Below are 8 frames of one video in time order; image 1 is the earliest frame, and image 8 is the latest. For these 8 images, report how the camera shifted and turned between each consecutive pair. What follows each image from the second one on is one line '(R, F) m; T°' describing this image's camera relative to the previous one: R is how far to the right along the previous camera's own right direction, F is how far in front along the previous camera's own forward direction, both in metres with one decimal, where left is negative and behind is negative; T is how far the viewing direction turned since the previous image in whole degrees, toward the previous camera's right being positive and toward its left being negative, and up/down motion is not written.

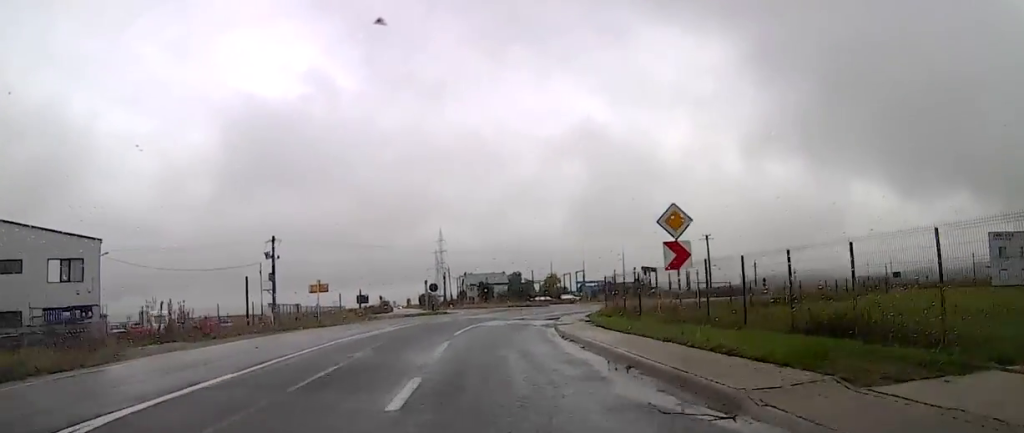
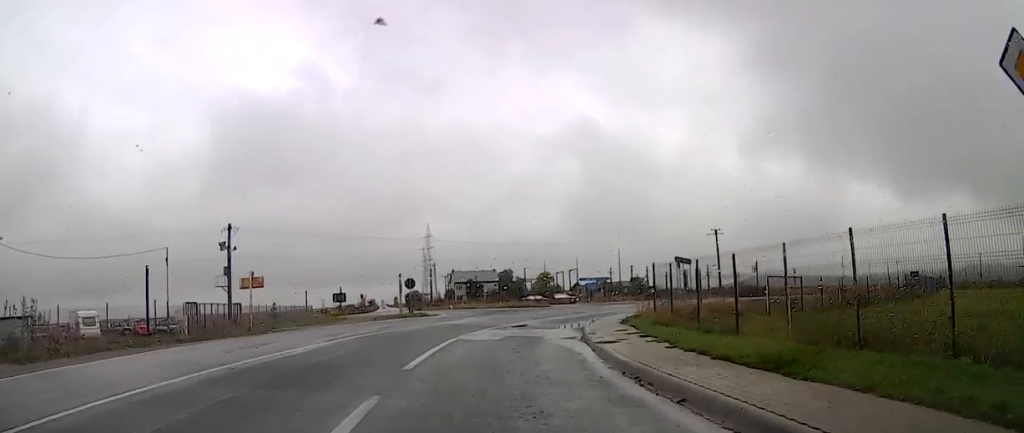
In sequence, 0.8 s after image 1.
(-0.3, +10.7) m; -1°
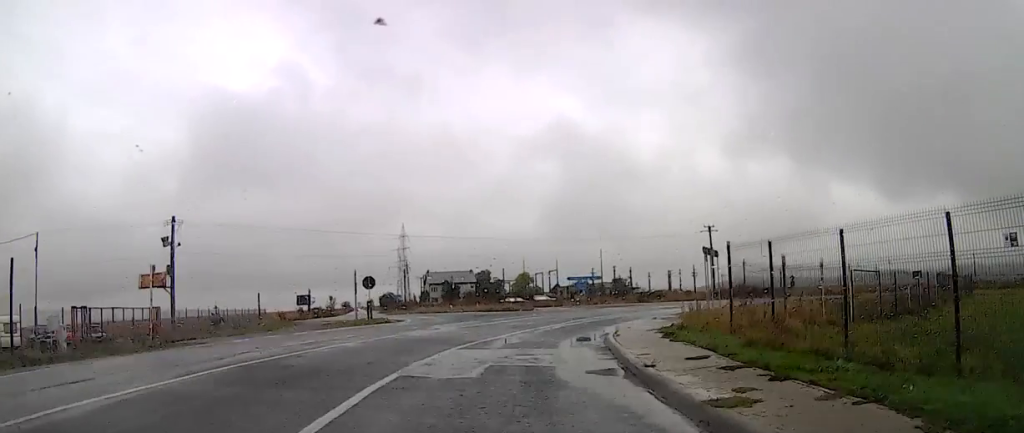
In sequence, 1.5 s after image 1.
(-0.1, +8.7) m; +2°
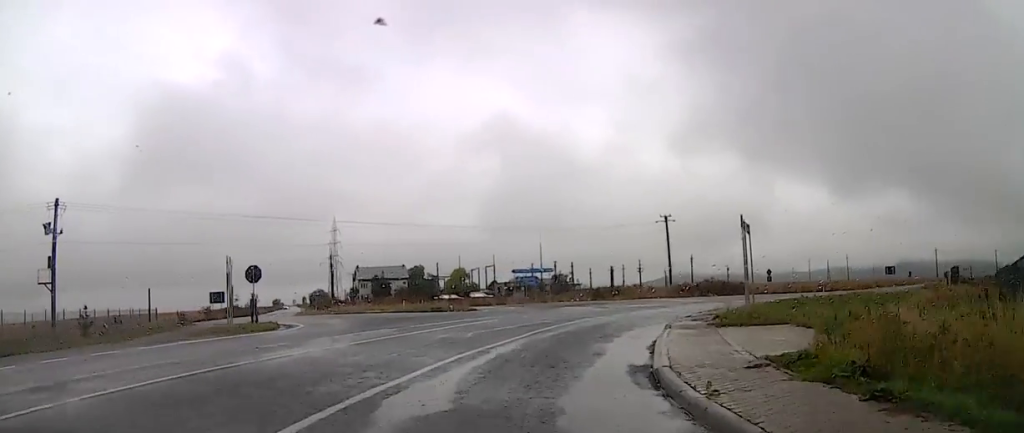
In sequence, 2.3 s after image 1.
(0.0, +10.5) m; +7°
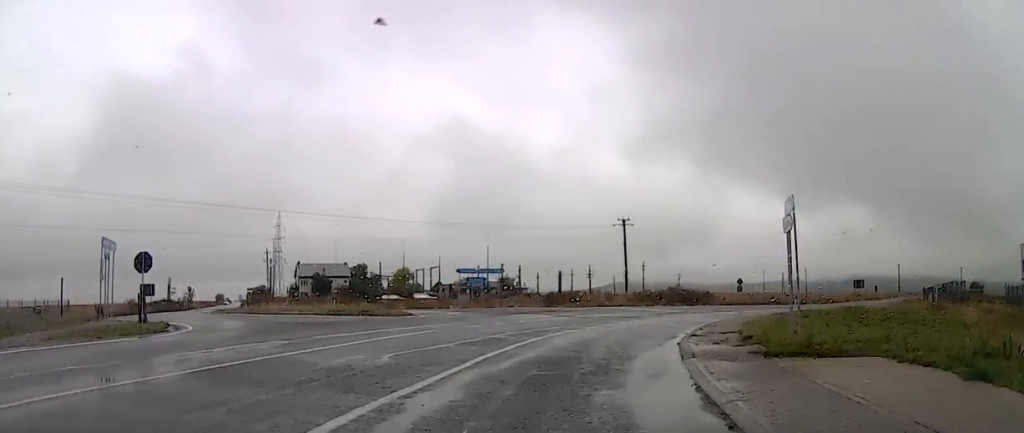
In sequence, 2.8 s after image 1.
(+0.7, +6.1) m; +7°
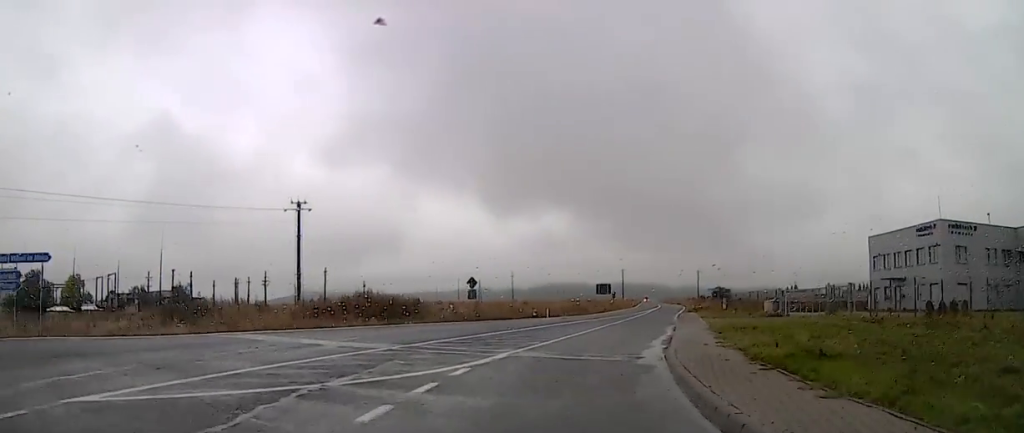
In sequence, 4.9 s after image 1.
(+6.4, +23.9) m; +25°
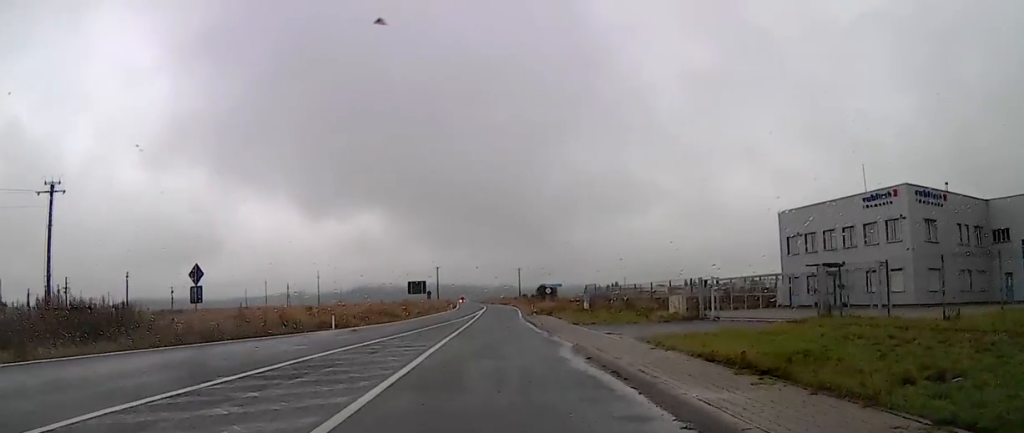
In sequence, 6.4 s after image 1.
(+1.2, +18.1) m; +10°
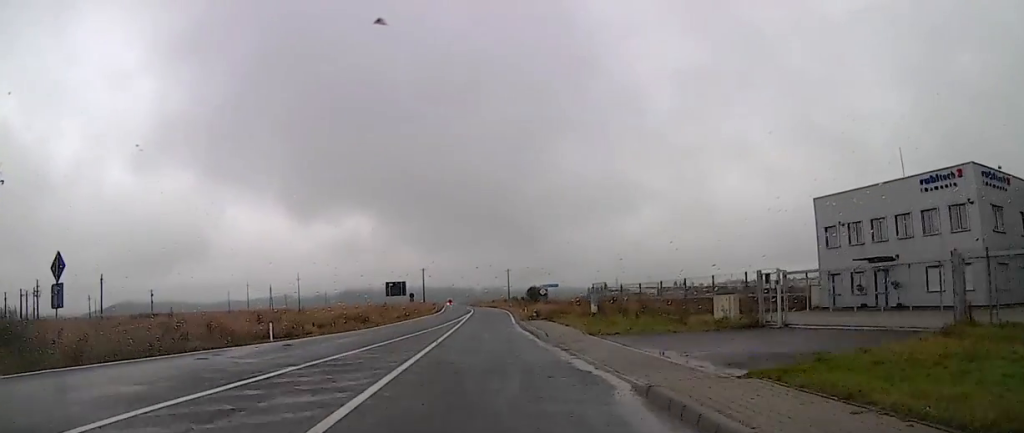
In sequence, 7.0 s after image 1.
(+0.7, +8.2) m; +4°
